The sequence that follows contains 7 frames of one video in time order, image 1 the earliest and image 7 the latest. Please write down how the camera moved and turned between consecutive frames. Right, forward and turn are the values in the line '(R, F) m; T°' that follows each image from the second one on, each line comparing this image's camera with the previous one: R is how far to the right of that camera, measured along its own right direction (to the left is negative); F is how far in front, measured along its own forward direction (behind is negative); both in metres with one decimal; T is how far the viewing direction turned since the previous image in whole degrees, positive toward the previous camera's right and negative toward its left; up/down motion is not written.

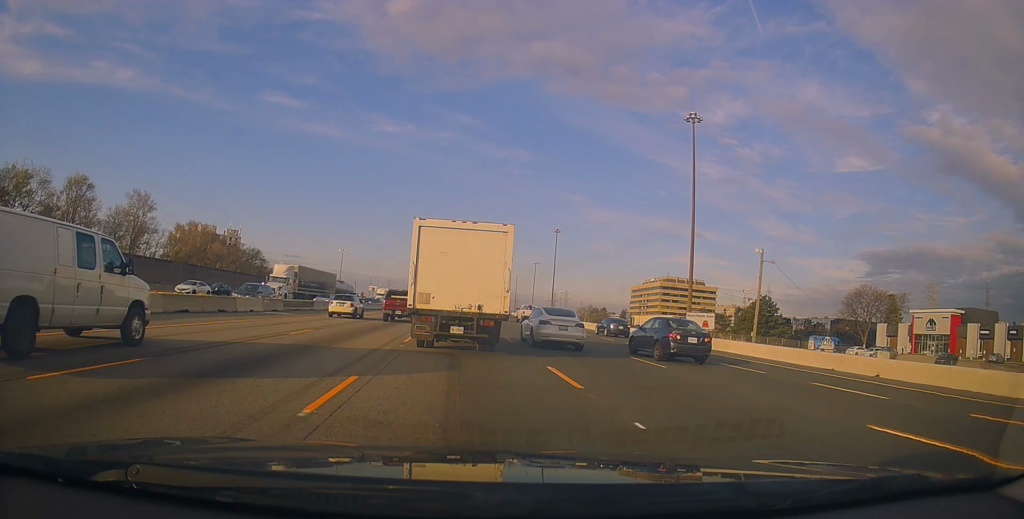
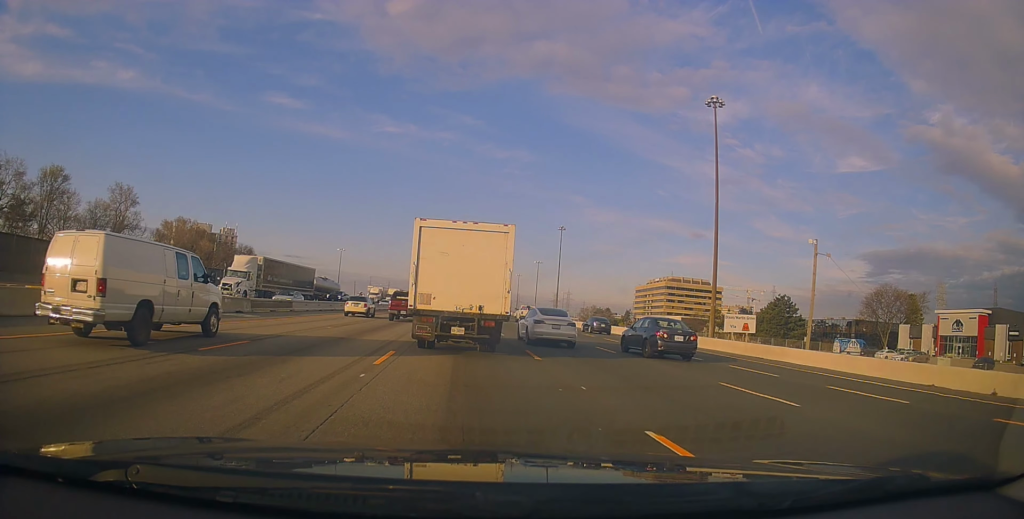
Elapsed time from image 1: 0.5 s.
(+0.1, +6.3) m; 0°
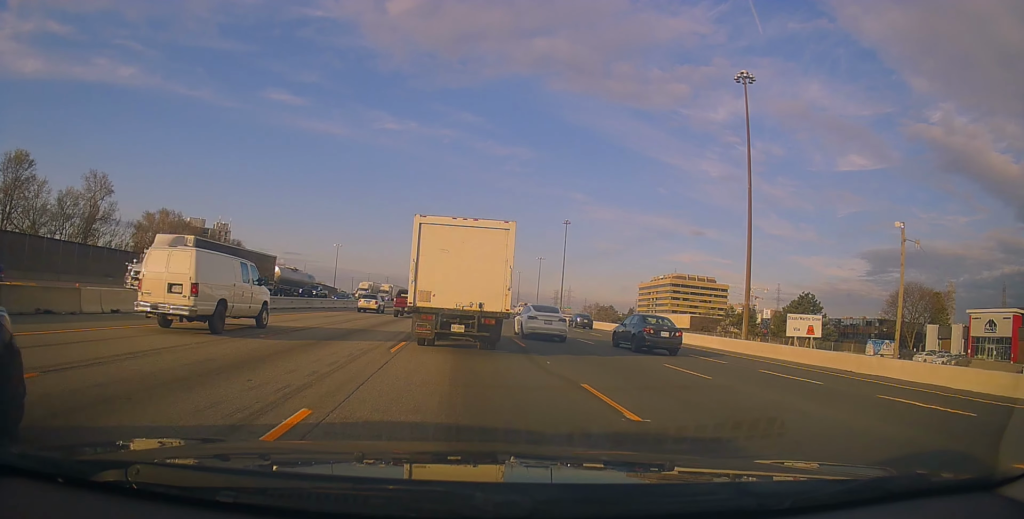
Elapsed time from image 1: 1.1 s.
(+0.1, +7.5) m; 0°
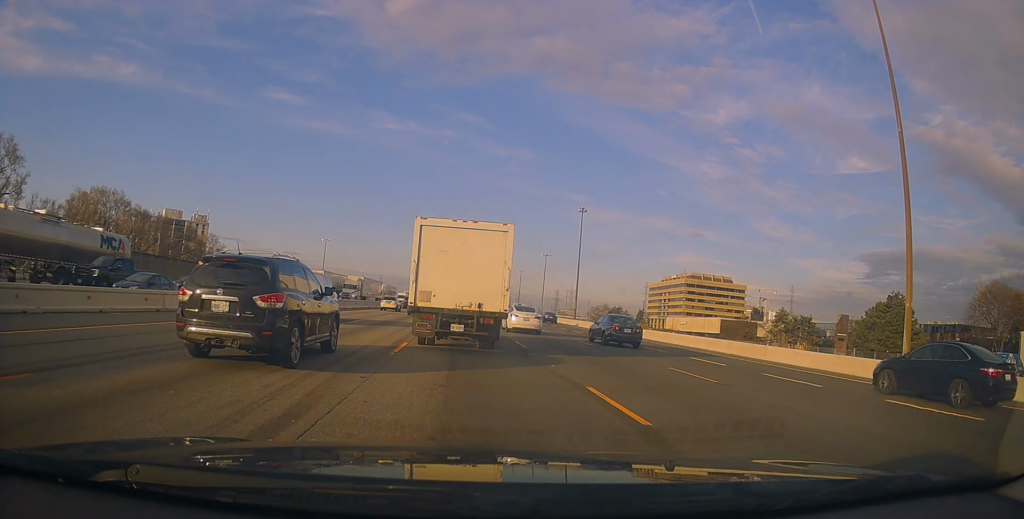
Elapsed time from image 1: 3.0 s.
(-0.5, +24.2) m; -1°
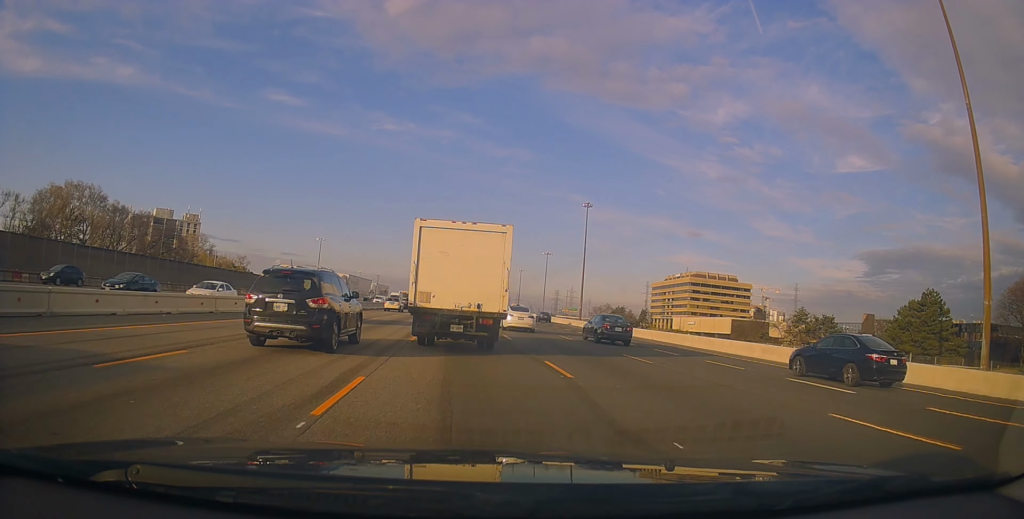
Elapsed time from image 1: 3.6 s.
(0.0, +7.7) m; -1°
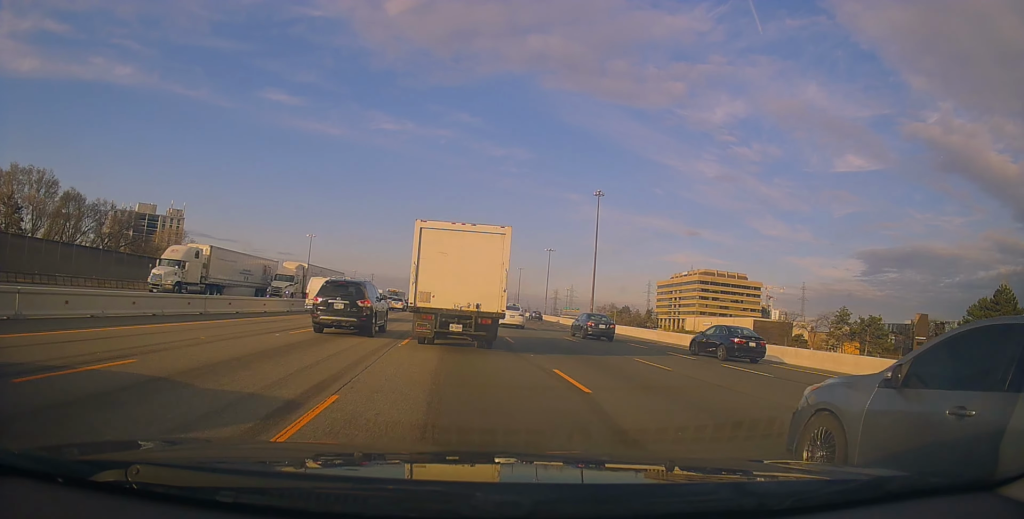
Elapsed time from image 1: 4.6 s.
(-0.3, +13.6) m; 0°
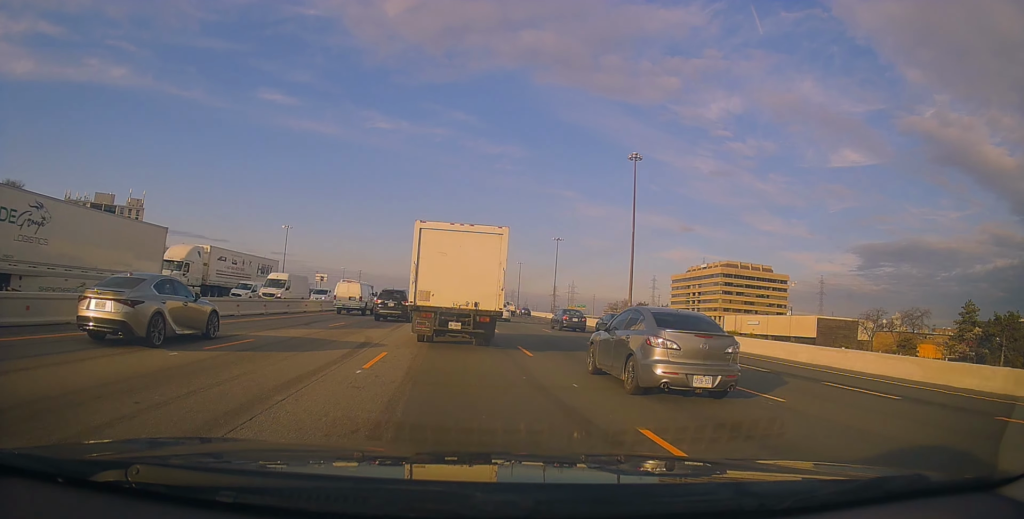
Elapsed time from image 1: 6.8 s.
(+1.1, +29.6) m; +3°
